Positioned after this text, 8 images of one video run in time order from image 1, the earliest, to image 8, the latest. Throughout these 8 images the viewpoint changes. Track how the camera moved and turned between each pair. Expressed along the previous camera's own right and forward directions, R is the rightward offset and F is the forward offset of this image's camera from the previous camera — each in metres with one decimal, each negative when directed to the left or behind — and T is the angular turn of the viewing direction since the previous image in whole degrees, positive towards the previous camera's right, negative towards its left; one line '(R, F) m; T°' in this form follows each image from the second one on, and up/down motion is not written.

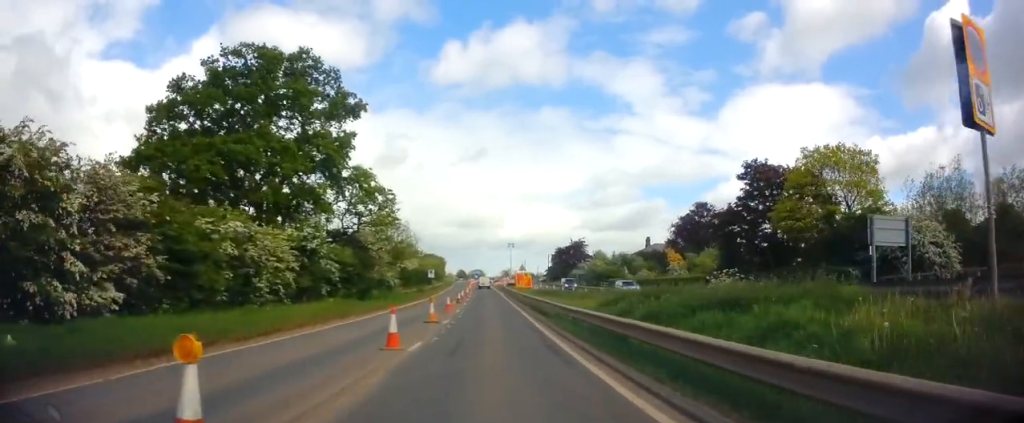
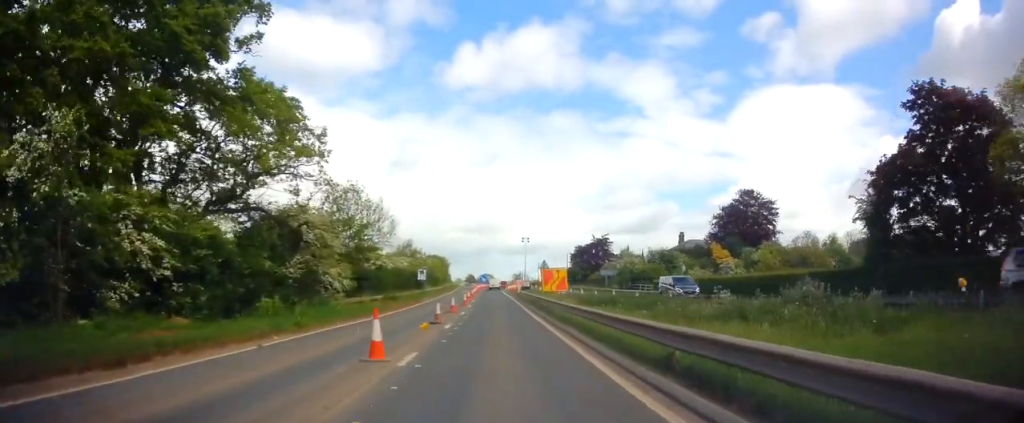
(+0.3, +20.1) m; -1°
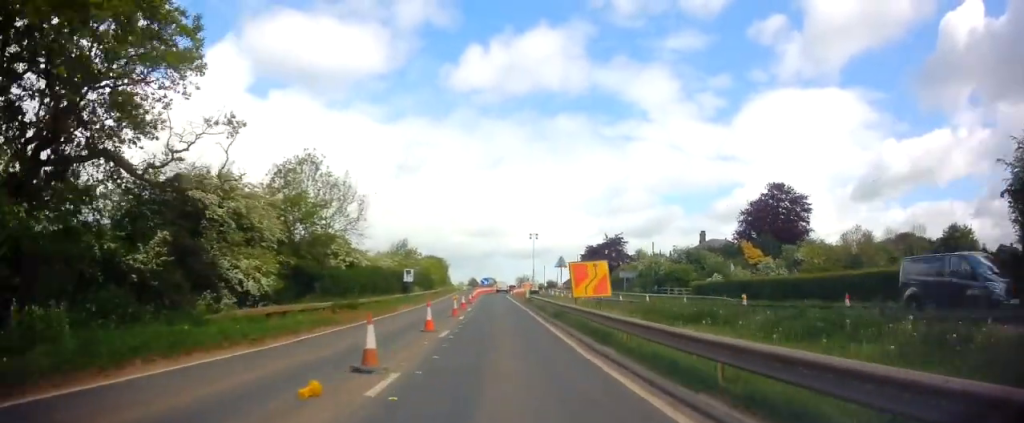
(-0.4, +11.5) m; -1°
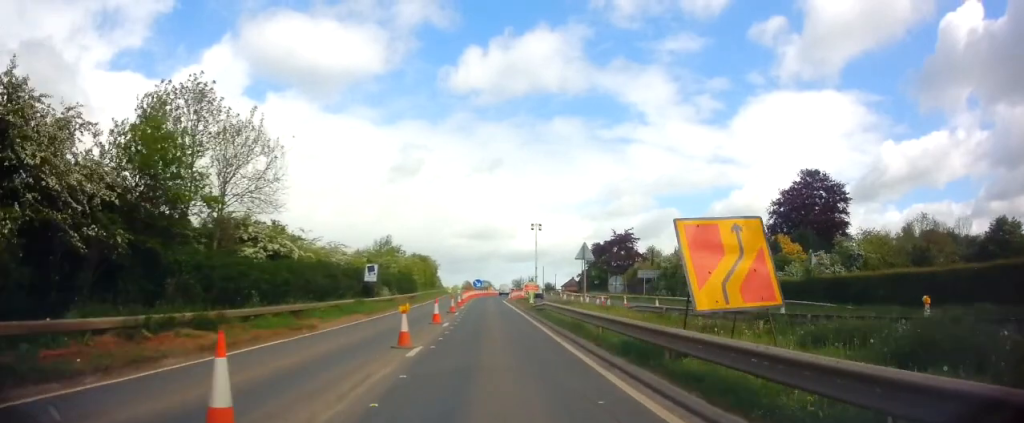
(+0.2, +13.5) m; +1°
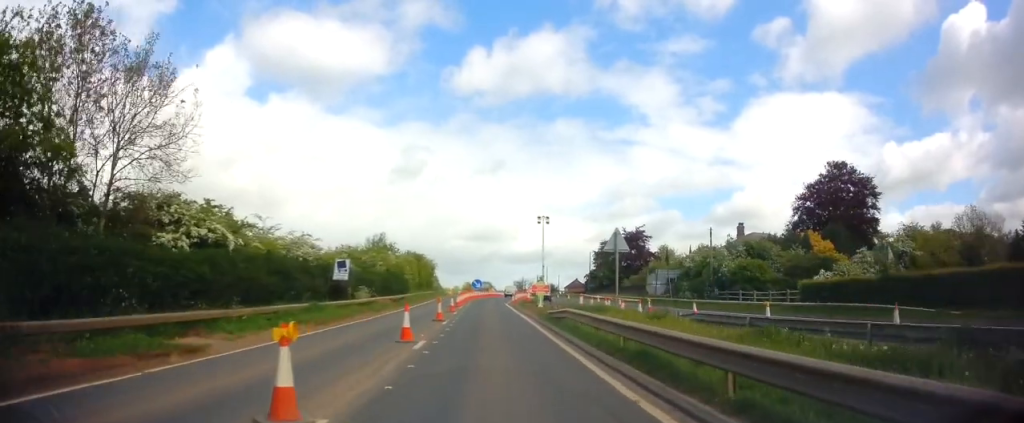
(+0.2, +7.4) m; 0°
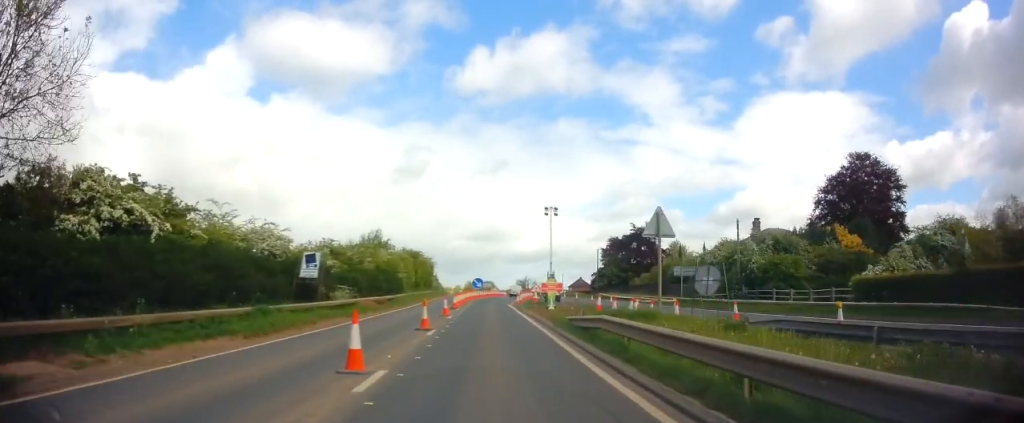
(-0.1, +5.4) m; -1°
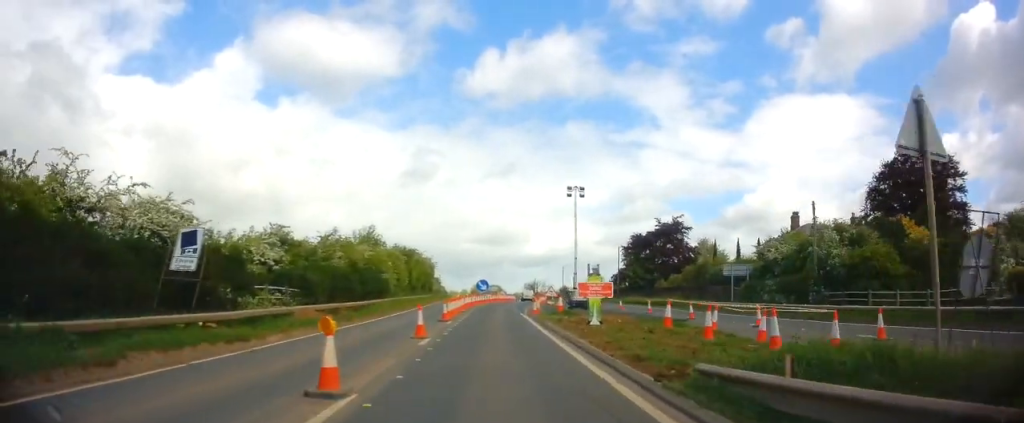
(-0.2, +10.7) m; -1°
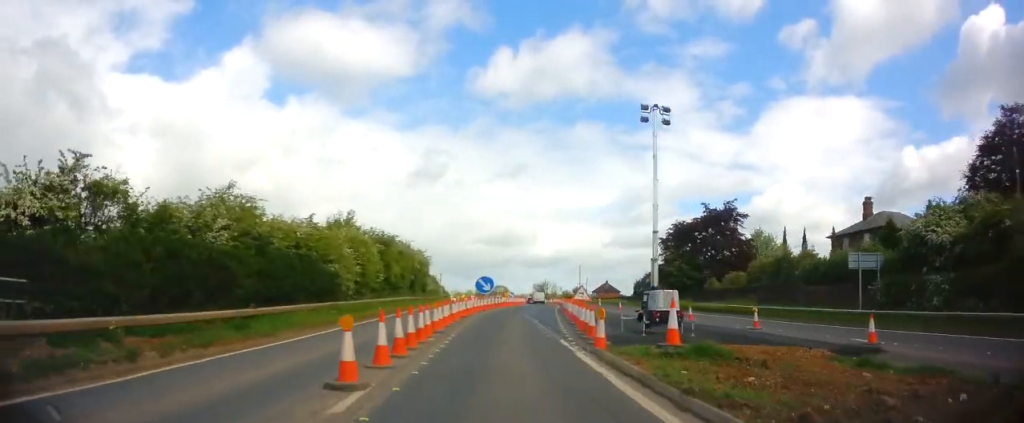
(0.0, +16.9) m; +1°
